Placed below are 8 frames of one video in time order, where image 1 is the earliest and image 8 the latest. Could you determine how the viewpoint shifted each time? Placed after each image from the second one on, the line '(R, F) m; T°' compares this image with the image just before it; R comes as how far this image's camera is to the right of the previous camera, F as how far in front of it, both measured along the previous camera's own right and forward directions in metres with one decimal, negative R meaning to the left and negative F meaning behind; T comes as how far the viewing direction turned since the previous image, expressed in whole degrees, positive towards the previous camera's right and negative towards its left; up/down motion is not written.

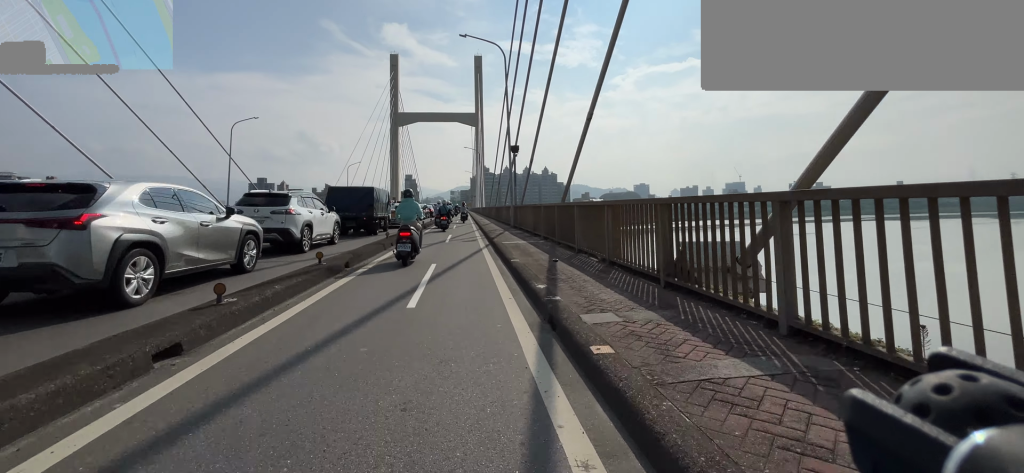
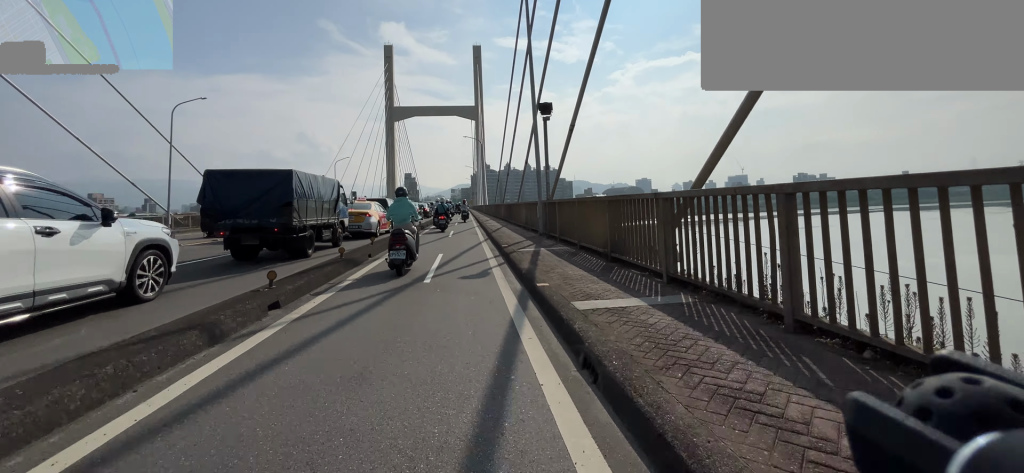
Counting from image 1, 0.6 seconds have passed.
(0.0, +7.7) m; 0°
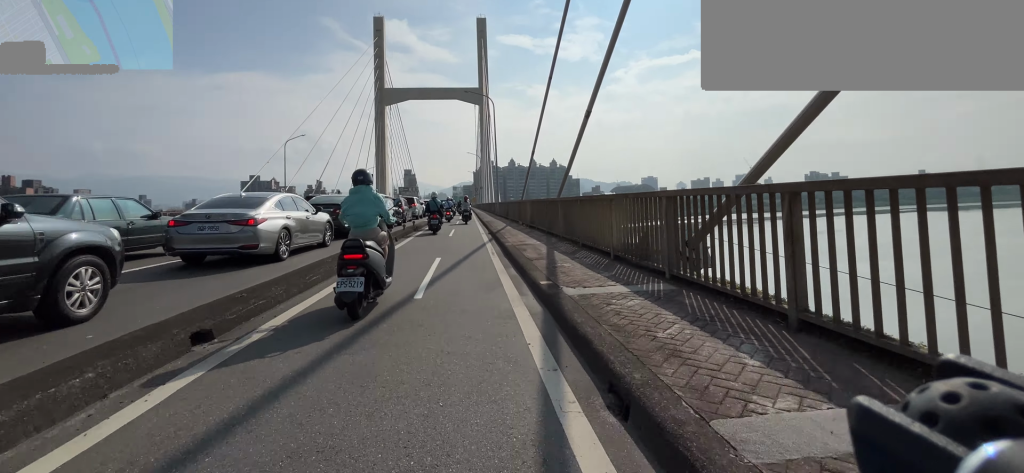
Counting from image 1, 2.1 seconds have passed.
(0.0, +19.3) m; 0°
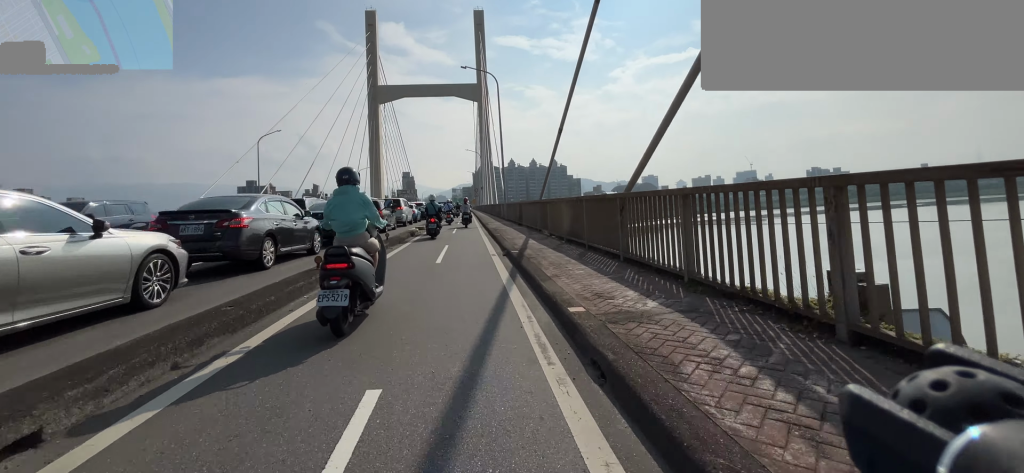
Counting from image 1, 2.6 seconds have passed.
(0.0, +6.0) m; 0°
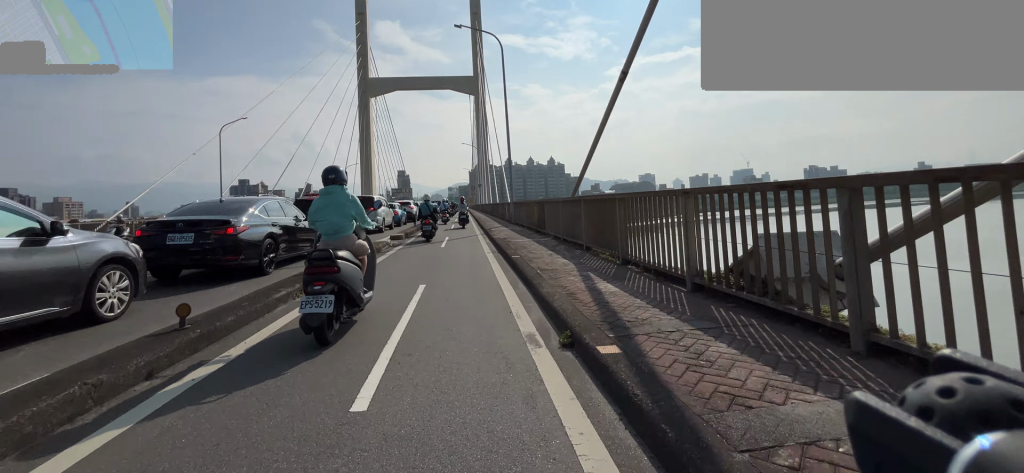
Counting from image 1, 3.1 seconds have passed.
(-0.1, +5.6) m; 0°
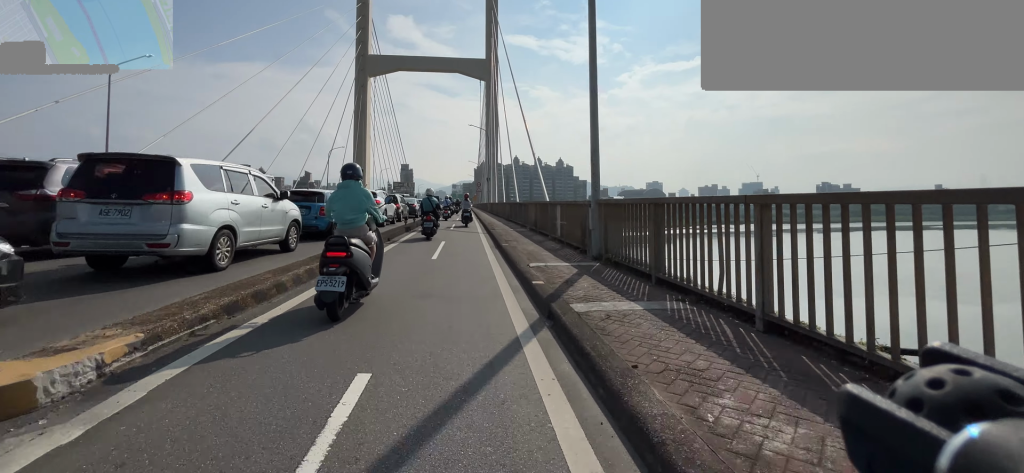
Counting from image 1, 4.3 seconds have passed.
(-0.1, +12.9) m; 0°
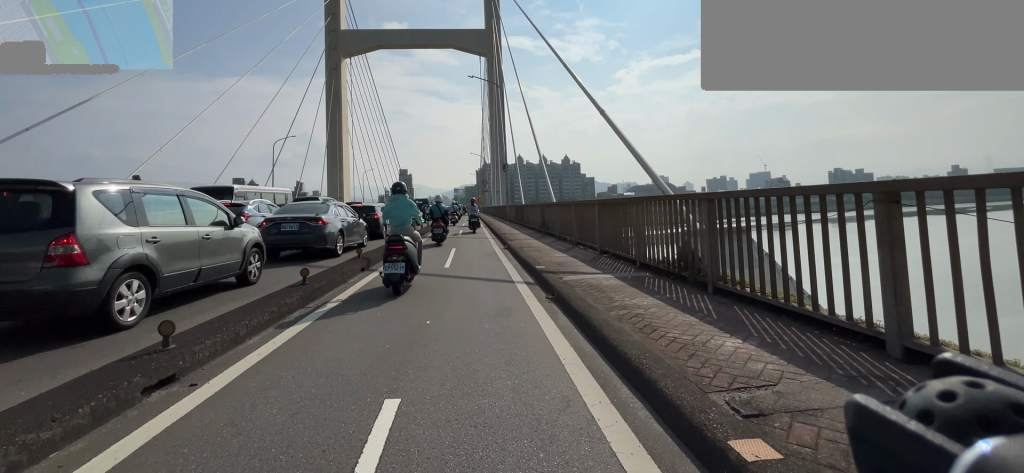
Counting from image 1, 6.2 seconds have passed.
(+0.3, +20.9) m; +2°
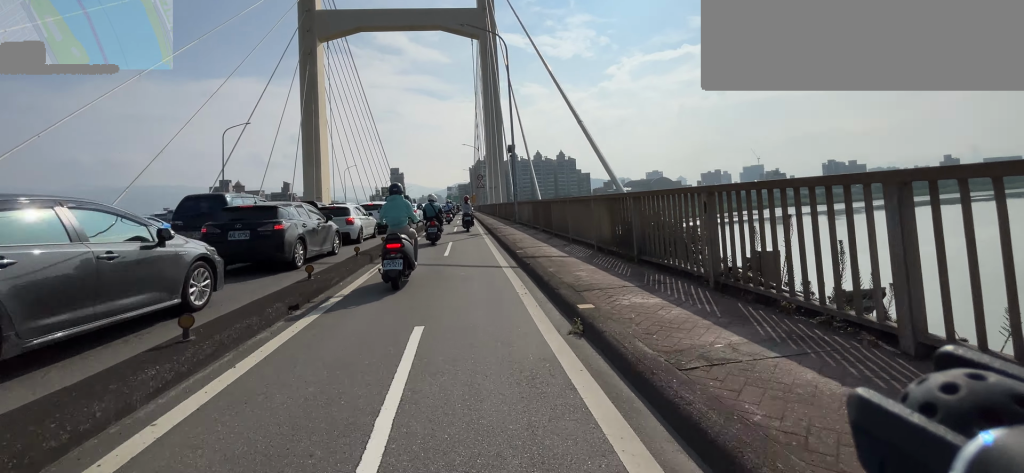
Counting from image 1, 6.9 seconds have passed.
(+0.1, +8.7) m; 0°
